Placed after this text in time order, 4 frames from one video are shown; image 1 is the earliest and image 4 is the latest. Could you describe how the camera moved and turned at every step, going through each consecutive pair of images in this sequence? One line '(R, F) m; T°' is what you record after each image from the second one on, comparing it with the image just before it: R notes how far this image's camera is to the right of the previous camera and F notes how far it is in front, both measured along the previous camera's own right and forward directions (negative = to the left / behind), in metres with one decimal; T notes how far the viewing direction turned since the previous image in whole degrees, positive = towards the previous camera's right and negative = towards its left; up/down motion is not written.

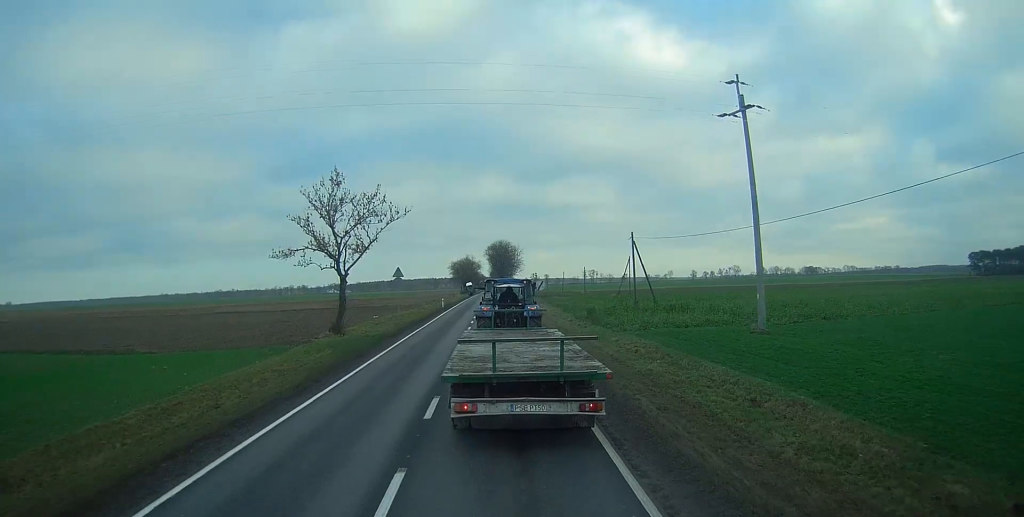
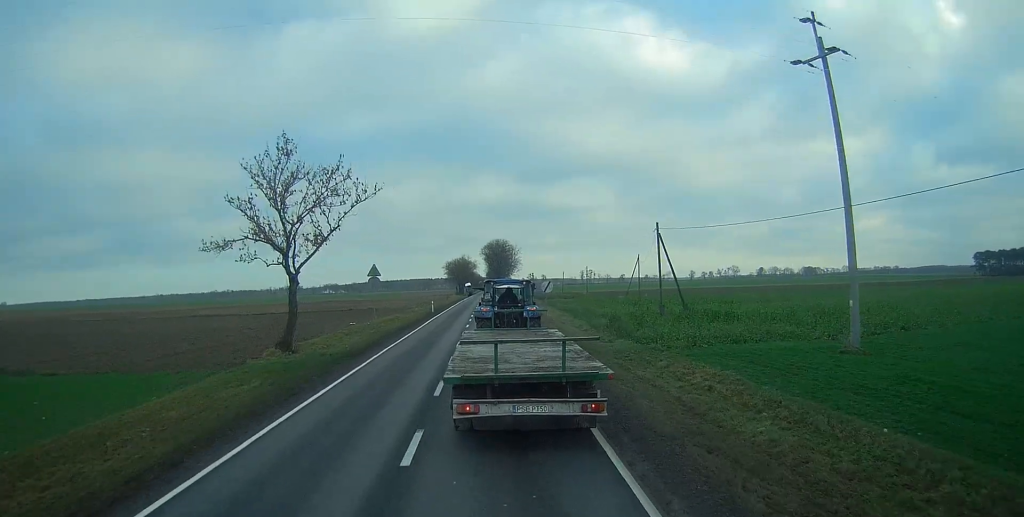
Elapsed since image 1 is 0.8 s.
(0.0, +9.3) m; 0°
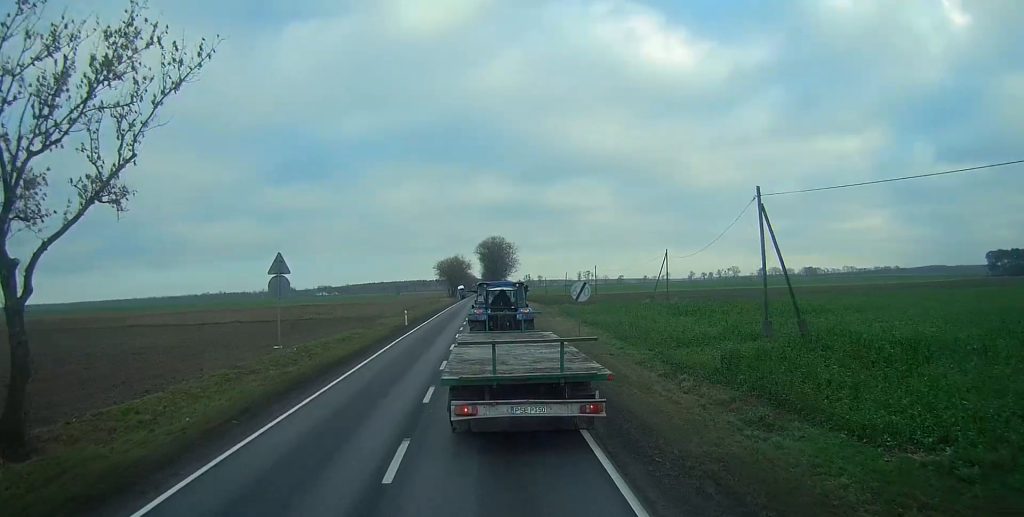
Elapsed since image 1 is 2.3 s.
(0.0, +18.3) m; 0°
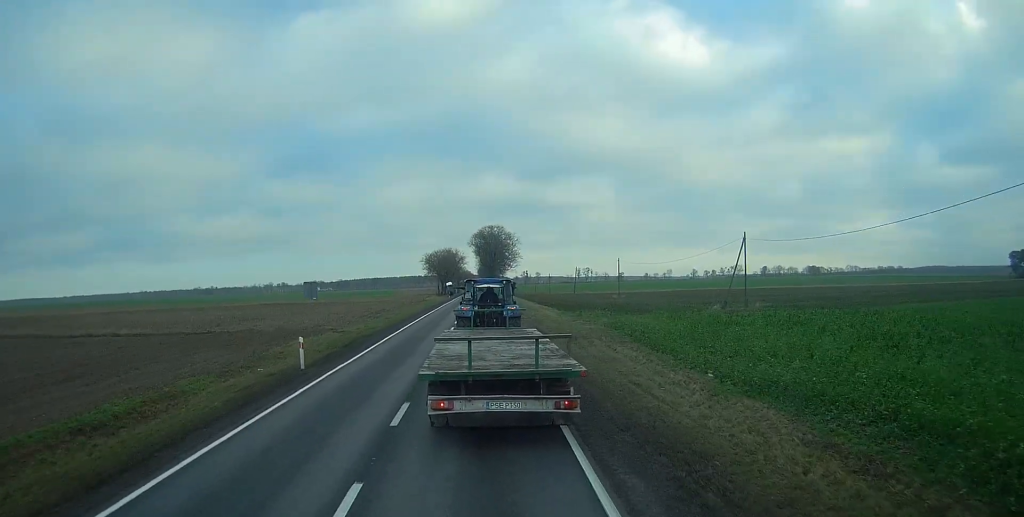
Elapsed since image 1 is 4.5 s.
(+0.3, +26.3) m; +2°
